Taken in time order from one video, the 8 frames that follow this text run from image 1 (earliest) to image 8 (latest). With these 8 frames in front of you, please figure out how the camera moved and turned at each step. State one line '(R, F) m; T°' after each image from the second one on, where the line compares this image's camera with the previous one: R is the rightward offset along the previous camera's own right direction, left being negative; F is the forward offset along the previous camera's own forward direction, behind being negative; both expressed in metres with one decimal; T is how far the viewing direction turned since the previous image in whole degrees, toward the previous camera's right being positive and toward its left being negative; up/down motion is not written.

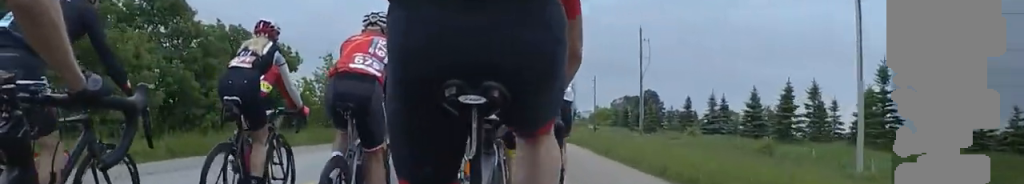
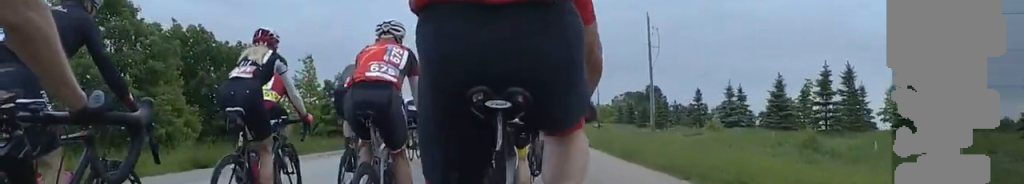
(+0.5, +5.3) m; 0°
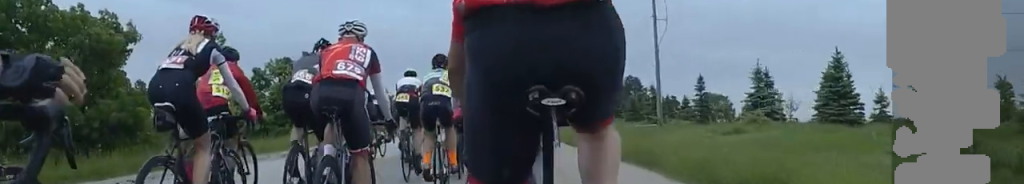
(-0.3, +12.0) m; -1°
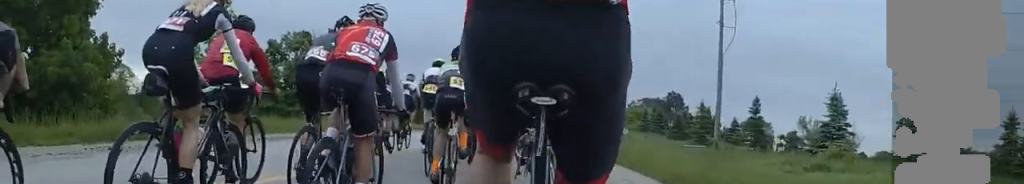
(+0.4, +5.2) m; -1°
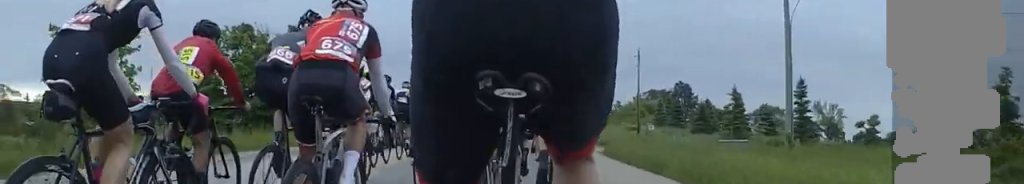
(-0.4, +9.5) m; +1°
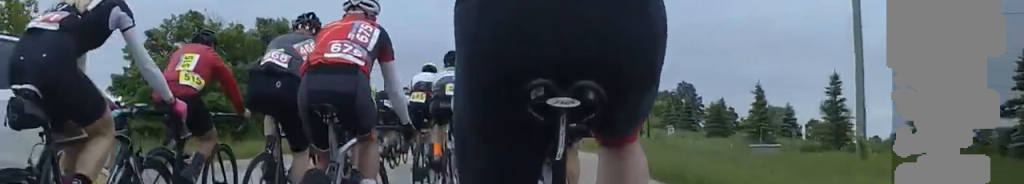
(+0.2, +6.5) m; +1°
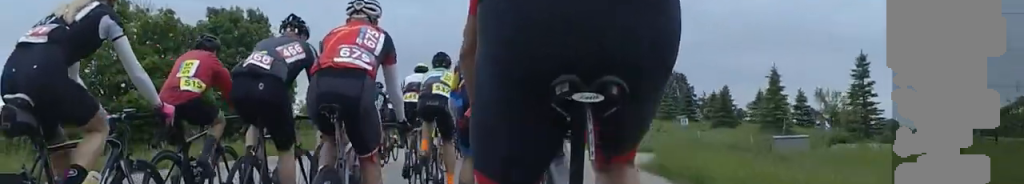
(-0.3, +6.2) m; 0°
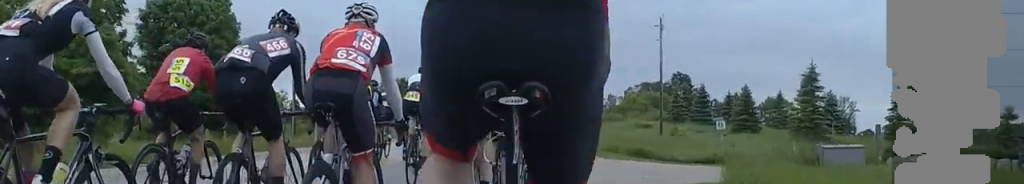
(+0.5, +6.5) m; -1°
